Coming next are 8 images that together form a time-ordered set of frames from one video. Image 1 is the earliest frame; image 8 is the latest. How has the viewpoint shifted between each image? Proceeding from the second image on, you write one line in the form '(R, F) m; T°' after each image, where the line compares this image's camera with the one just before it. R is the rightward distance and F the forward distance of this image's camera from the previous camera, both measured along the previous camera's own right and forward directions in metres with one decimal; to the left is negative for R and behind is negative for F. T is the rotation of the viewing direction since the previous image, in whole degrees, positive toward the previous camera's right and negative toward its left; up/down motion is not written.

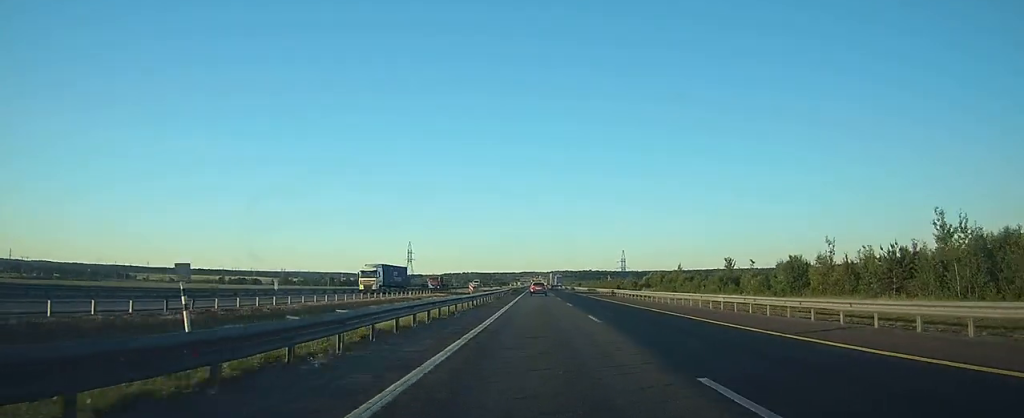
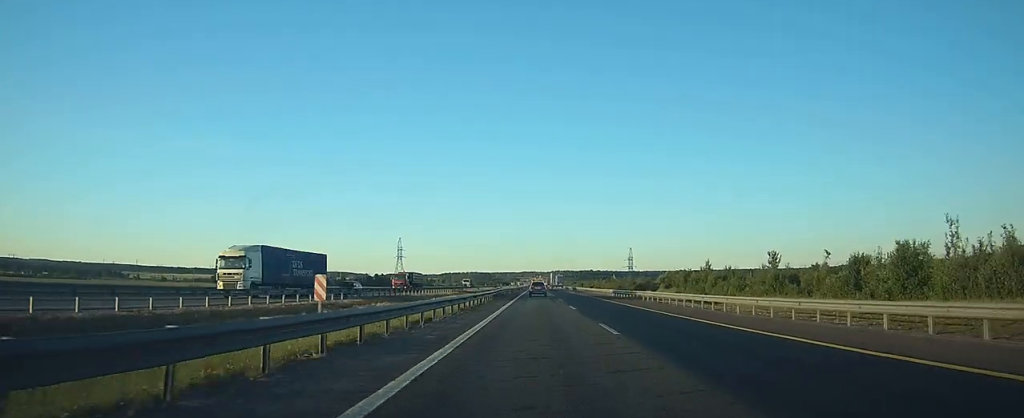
(0.0, +20.7) m; 0°
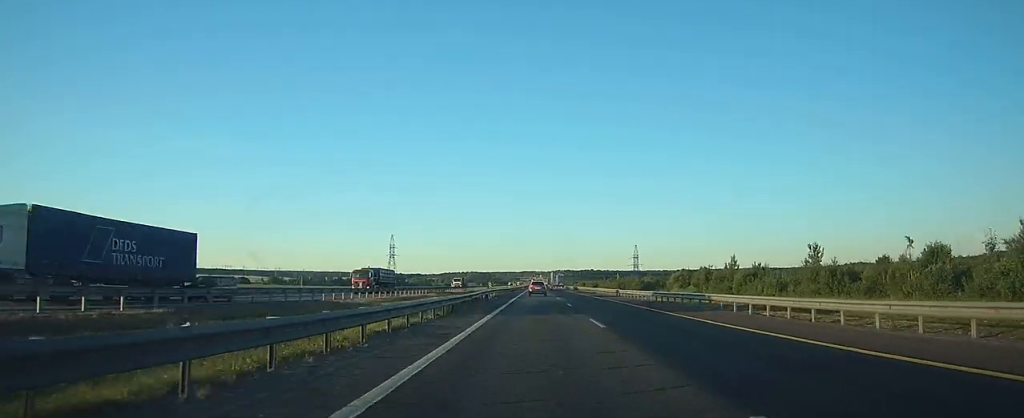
(0.0, +13.7) m; 0°
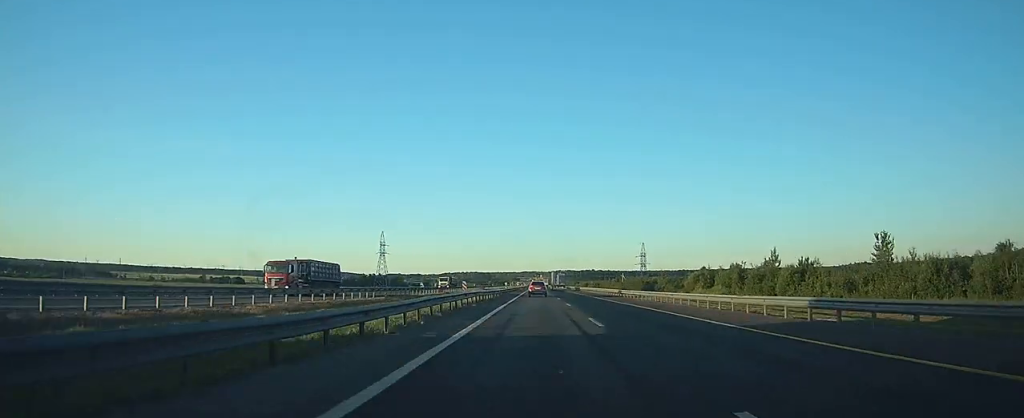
(0.0, +15.9) m; 0°
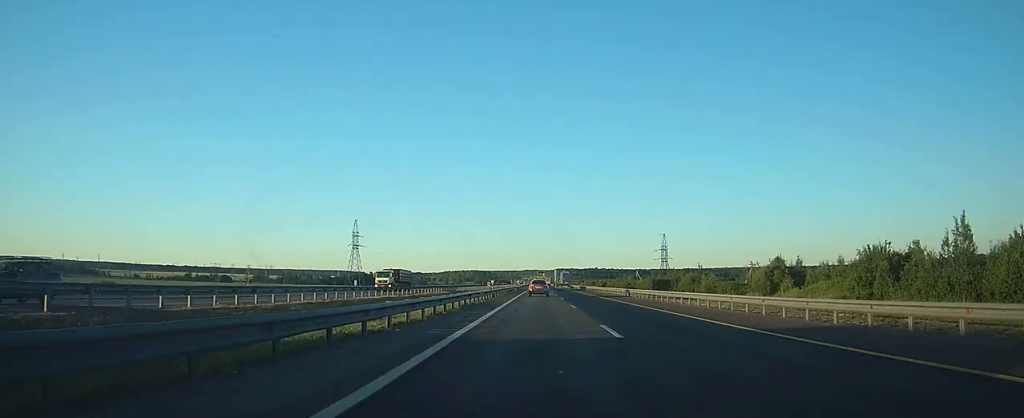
(0.0, +35.9) m; 0°
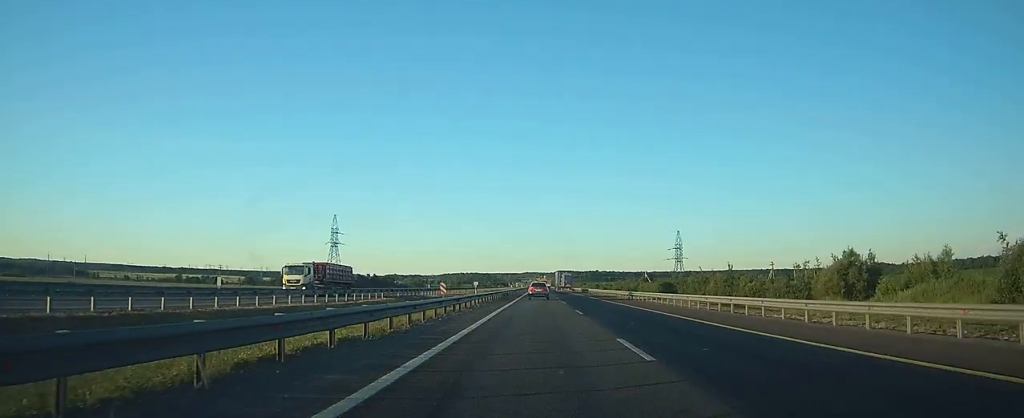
(0.0, +20.0) m; 0°
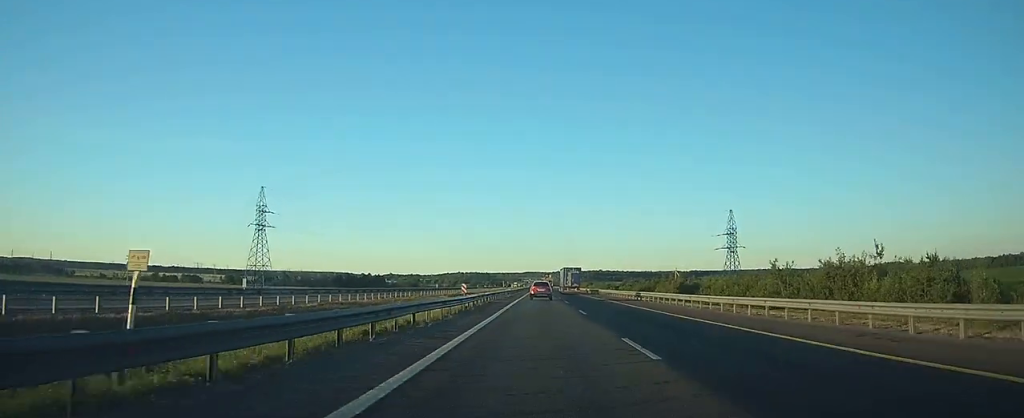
(-0.1, +47.9) m; 0°
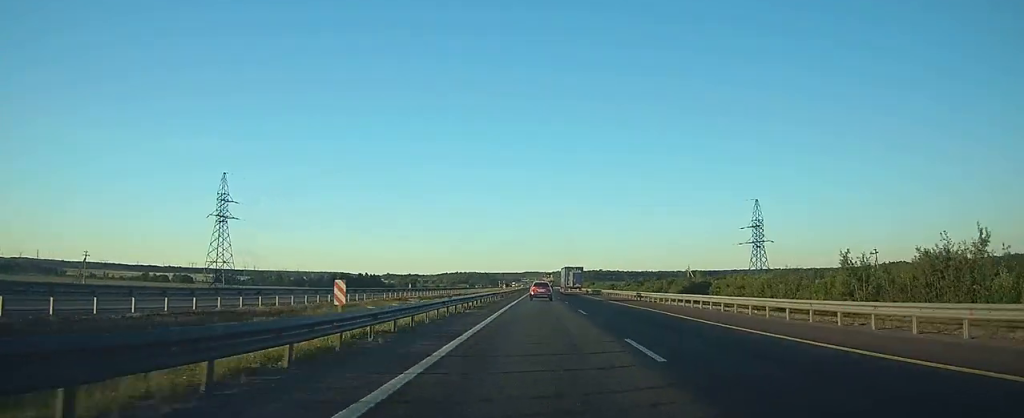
(0.0, +16.1) m; 0°
